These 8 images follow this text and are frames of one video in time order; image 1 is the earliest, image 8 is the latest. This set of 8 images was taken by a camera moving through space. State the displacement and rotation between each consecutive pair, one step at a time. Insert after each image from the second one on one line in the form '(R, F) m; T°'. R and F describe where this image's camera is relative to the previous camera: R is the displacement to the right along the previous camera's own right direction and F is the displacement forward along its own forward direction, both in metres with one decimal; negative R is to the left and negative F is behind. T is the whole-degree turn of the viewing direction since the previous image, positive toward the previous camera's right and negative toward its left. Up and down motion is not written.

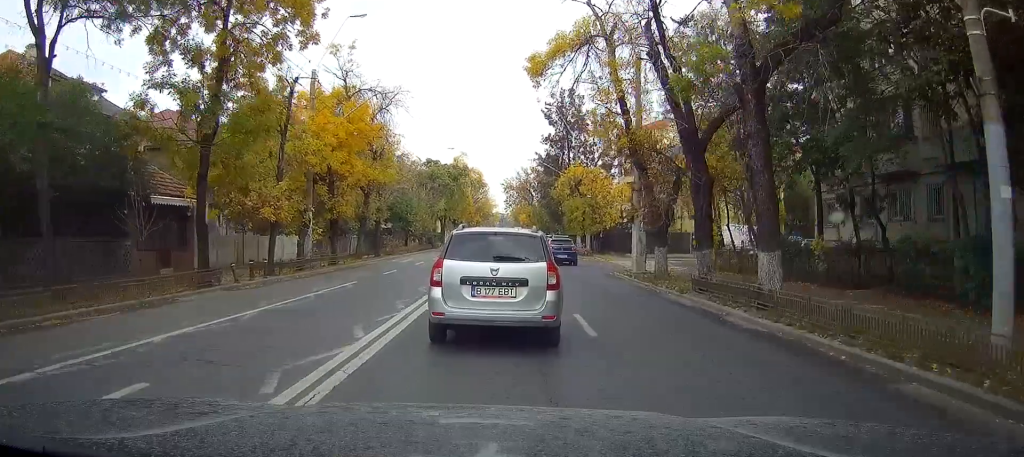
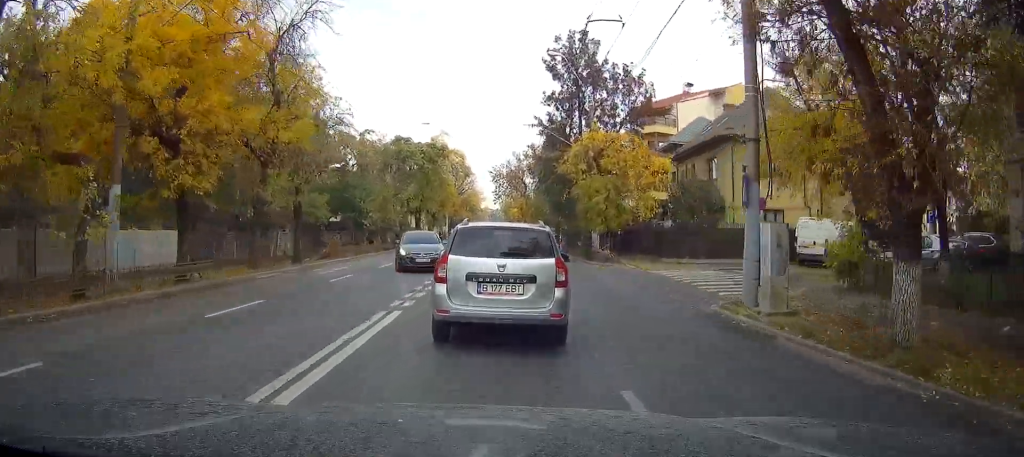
(+0.1, +16.0) m; +1°
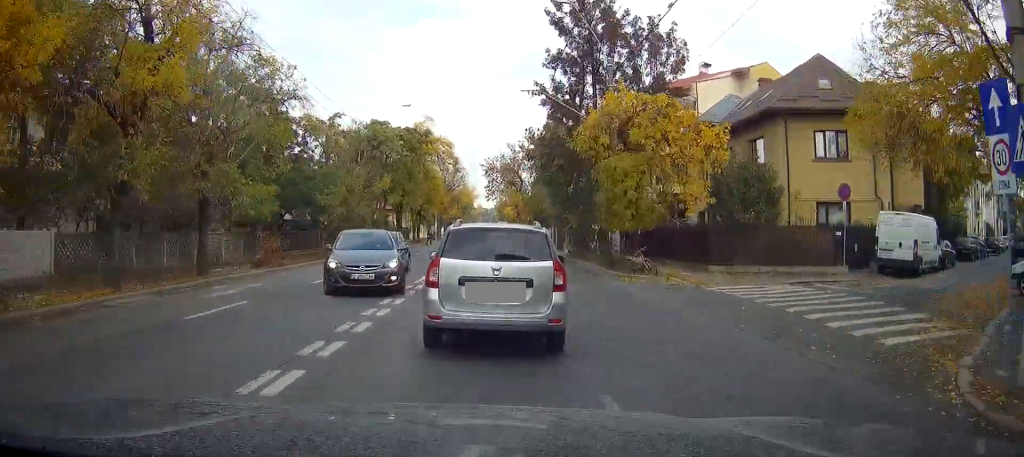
(-0.1, +9.5) m; -1°
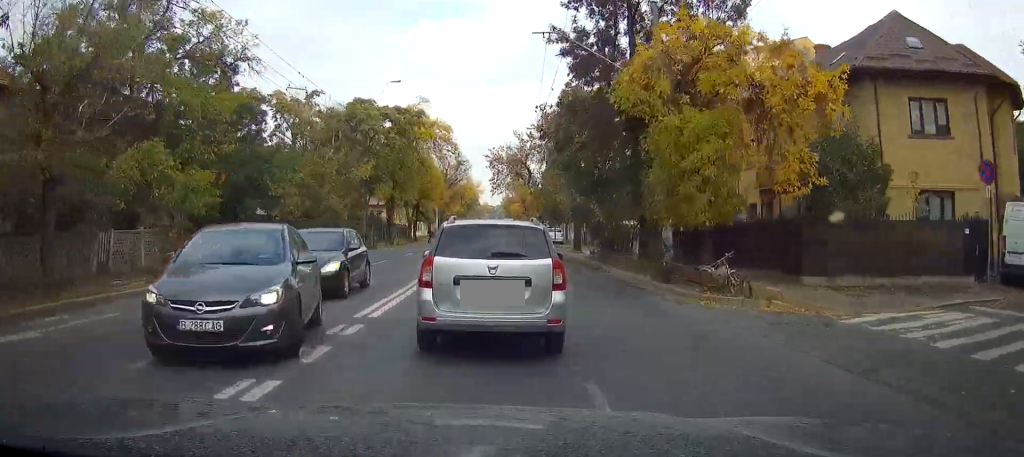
(-0.1, +8.5) m; -1°
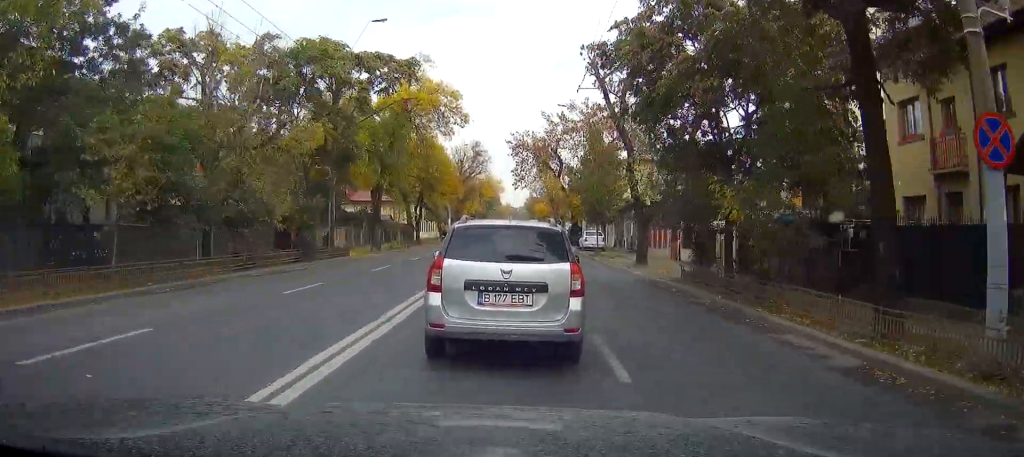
(-0.1, +14.7) m; 0°
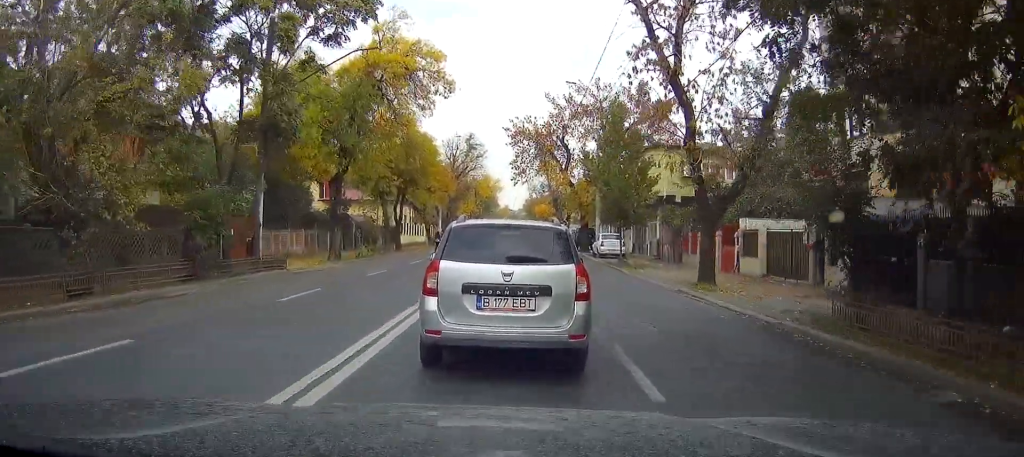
(0.0, +9.8) m; 0°
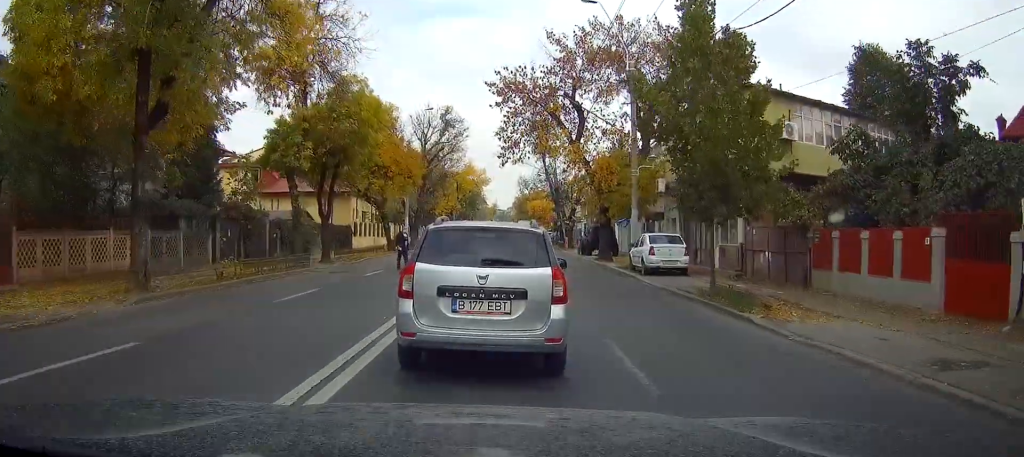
(-0.1, +17.8) m; -1°
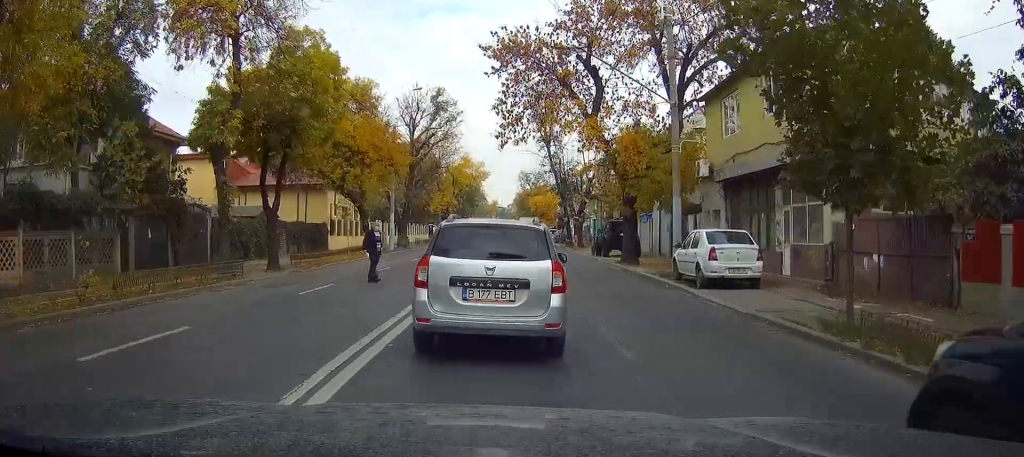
(-0.1, +7.7) m; 0°
